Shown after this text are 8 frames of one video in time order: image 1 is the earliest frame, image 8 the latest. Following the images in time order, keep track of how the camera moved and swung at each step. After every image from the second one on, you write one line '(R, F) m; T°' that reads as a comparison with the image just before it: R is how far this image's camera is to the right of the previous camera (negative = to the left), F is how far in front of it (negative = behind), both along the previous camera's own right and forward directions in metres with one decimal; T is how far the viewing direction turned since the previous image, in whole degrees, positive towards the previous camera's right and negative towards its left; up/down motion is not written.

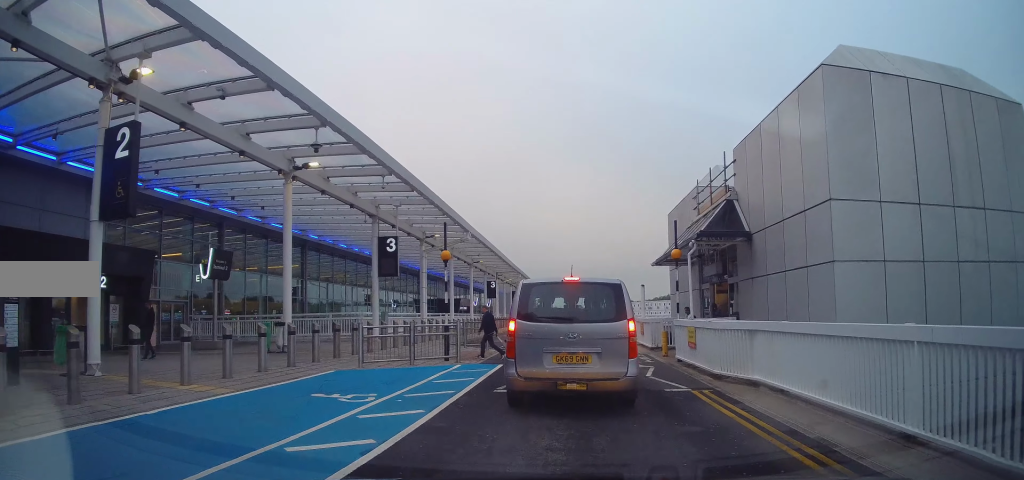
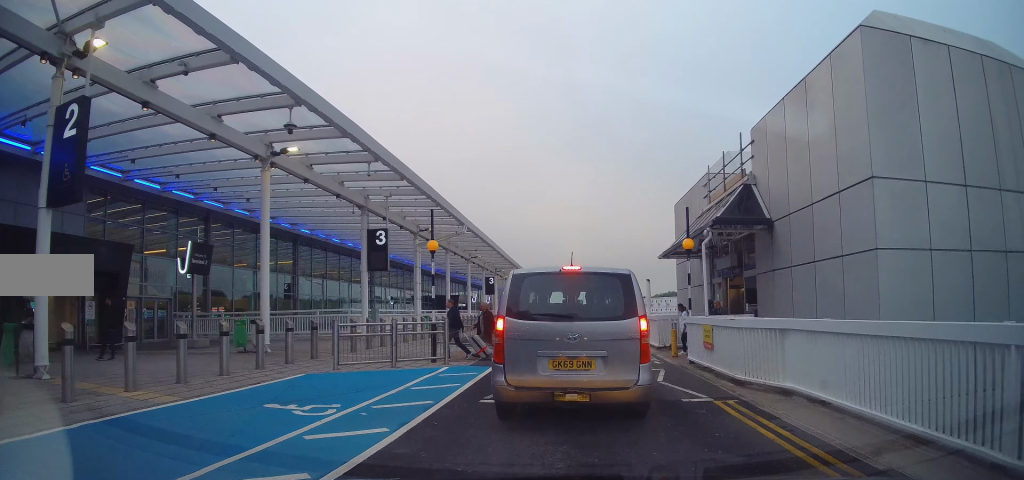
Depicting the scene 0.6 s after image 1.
(+0.1, +1.3) m; +4°
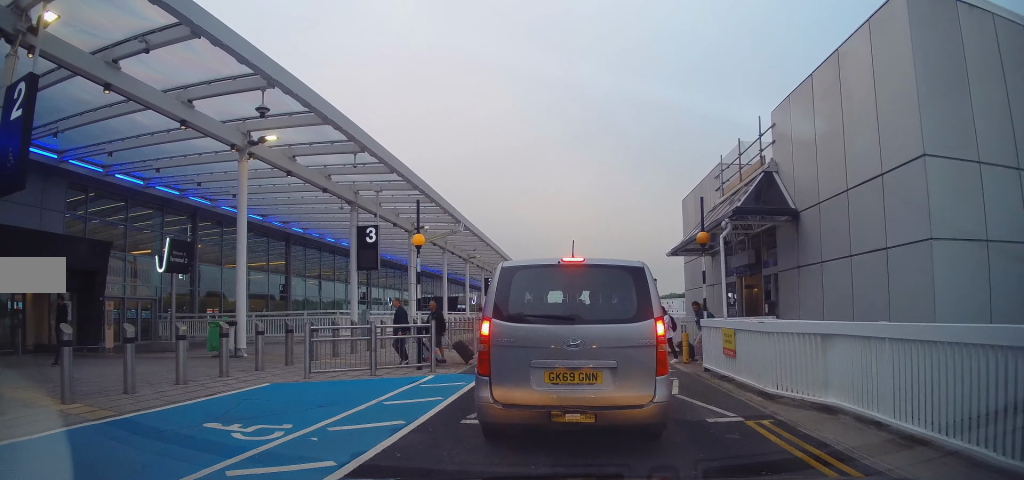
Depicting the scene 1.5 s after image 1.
(+0.1, +1.4) m; +5°
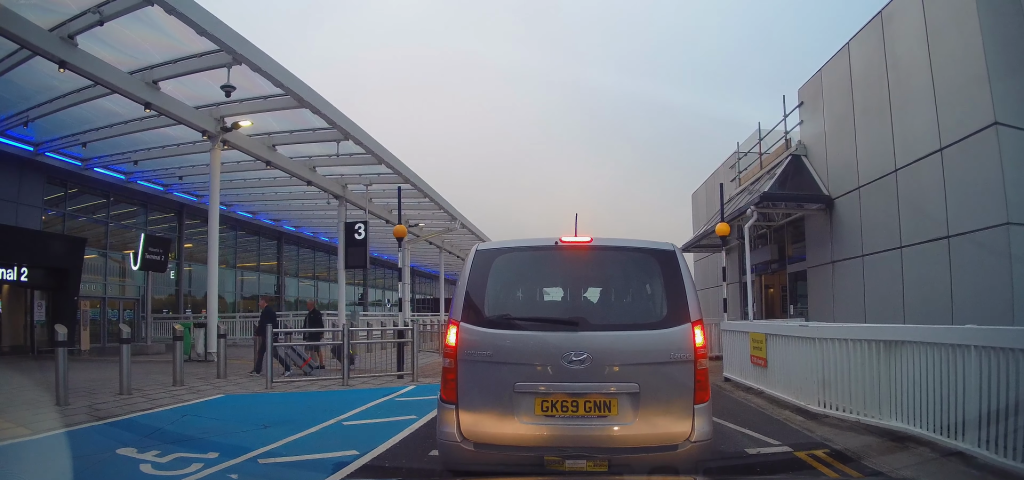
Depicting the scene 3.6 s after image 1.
(0.0, +1.1) m; 0°
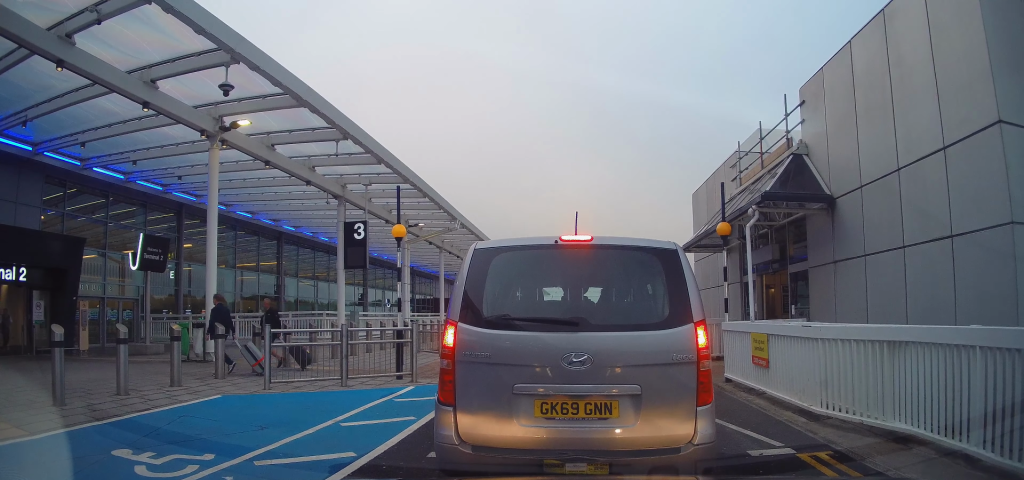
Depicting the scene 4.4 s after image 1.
(0.0, 0.0) m; 0°
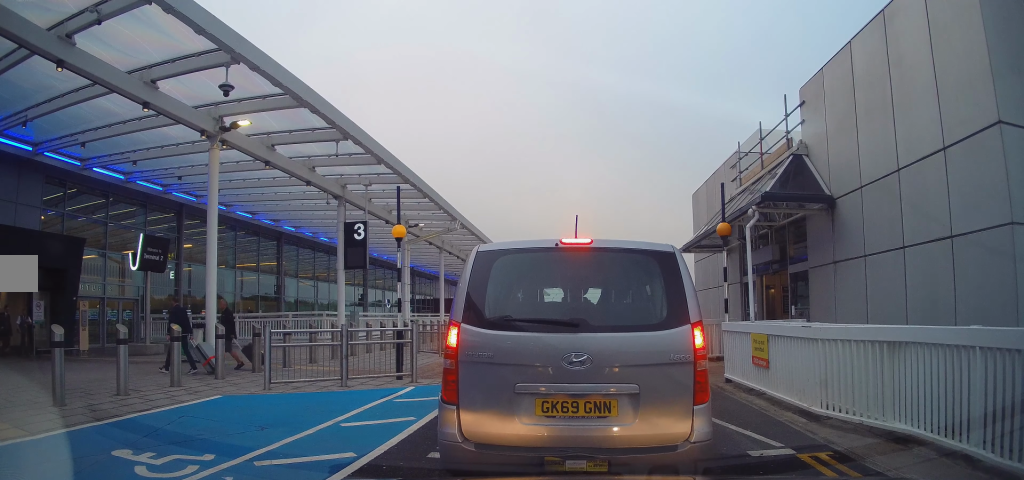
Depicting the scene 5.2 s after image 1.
(0.0, 0.0) m; 0°
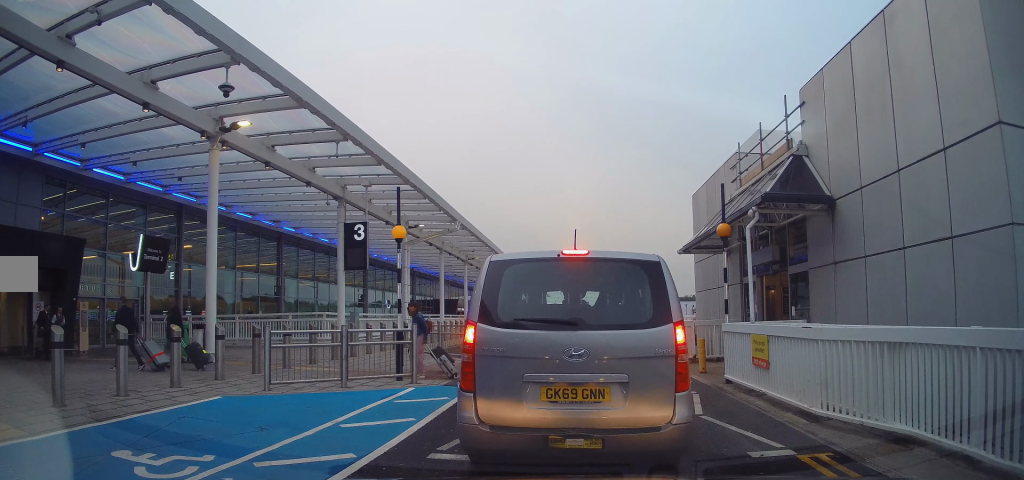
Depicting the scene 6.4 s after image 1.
(+0.1, +0.2) m; 0°
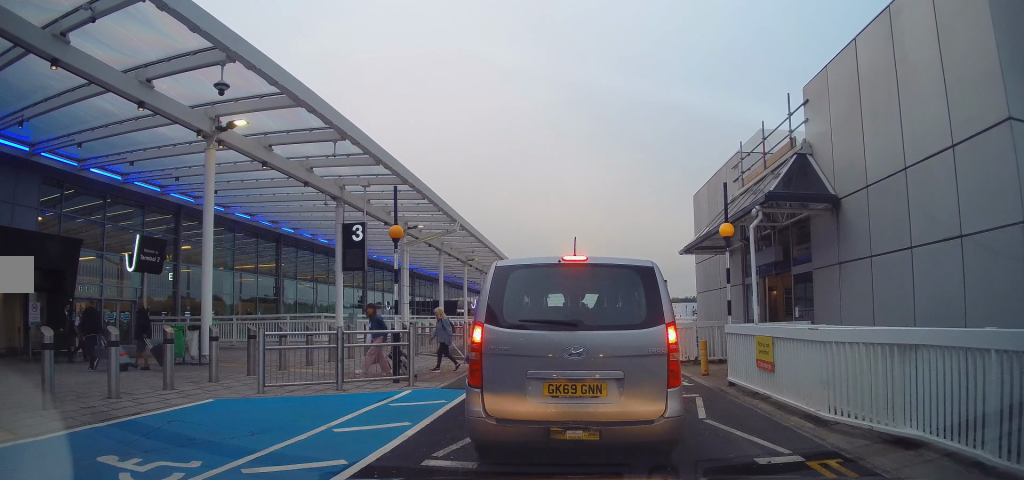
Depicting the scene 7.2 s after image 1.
(+0.1, +0.2) m; 0°
